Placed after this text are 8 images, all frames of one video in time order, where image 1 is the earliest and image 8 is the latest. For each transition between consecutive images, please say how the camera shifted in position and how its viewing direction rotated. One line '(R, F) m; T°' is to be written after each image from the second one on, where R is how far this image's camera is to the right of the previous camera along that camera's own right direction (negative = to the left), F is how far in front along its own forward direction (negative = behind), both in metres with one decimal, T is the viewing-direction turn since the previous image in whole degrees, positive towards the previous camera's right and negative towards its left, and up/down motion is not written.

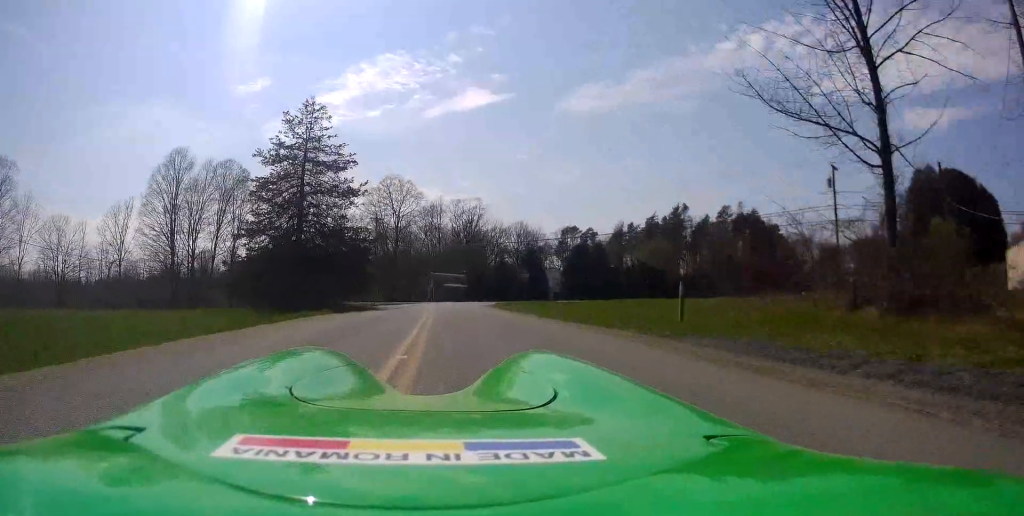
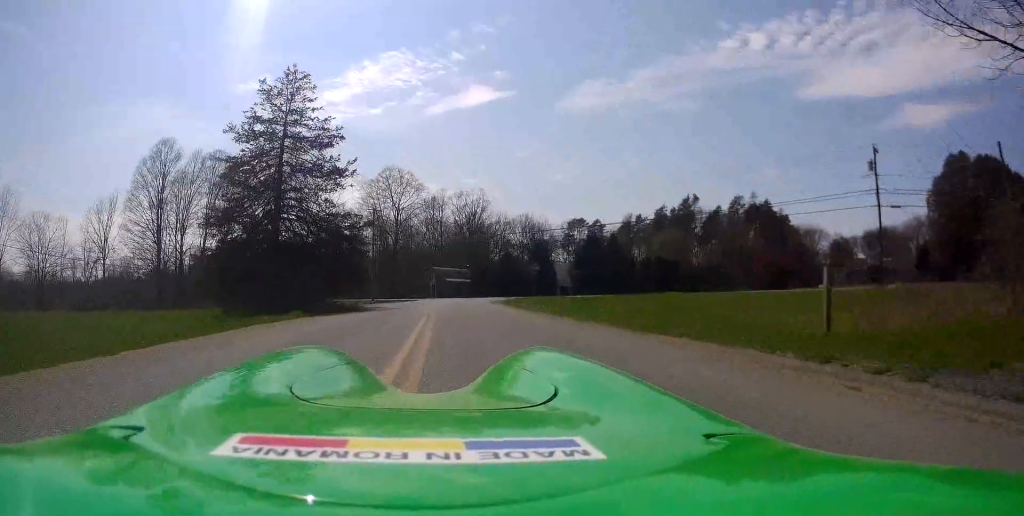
(-0.4, +5.2) m; 0°
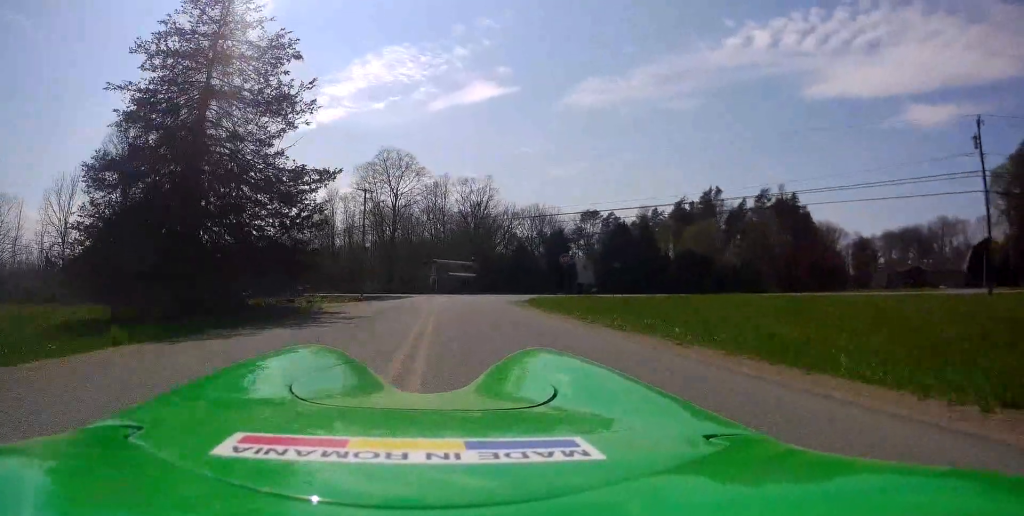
(+0.5, +11.0) m; +3°
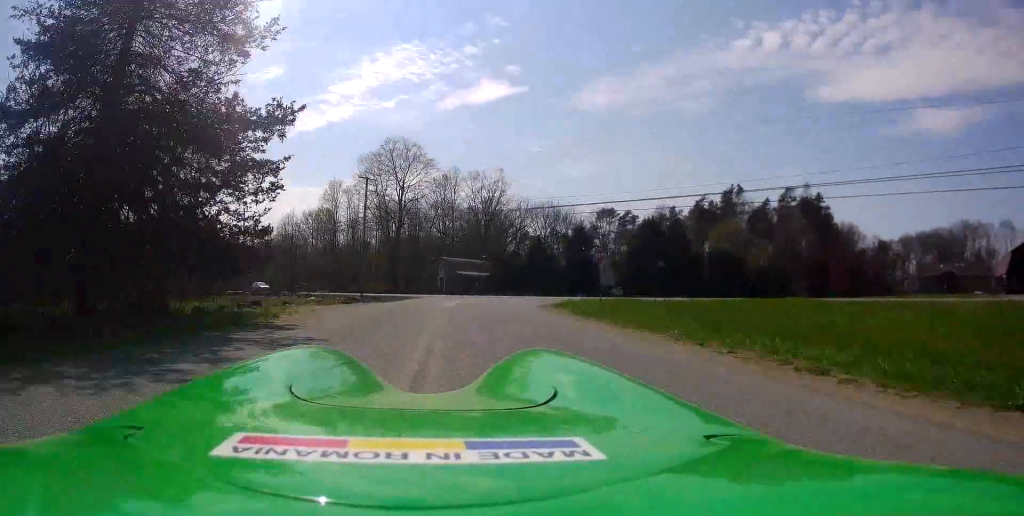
(0.0, +6.4) m; -3°
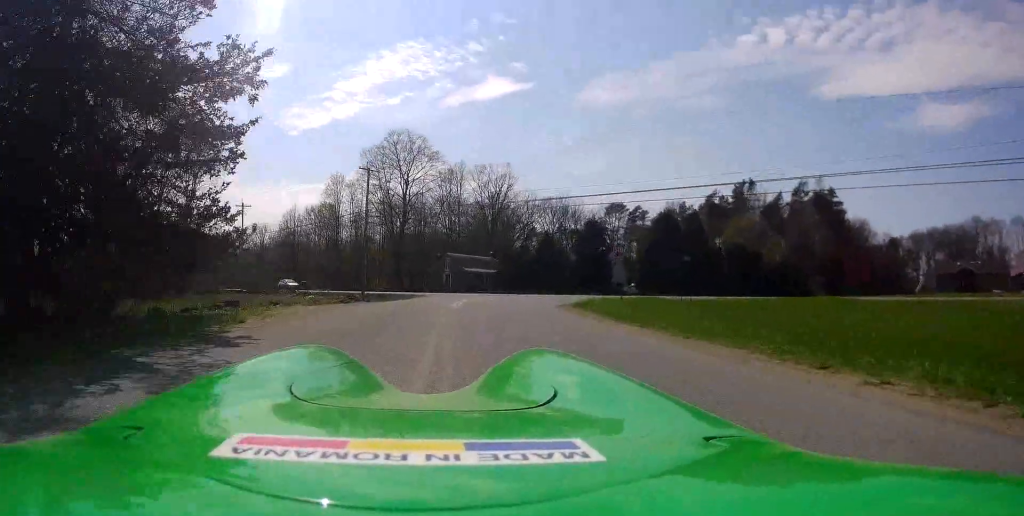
(-0.1, +3.0) m; -1°
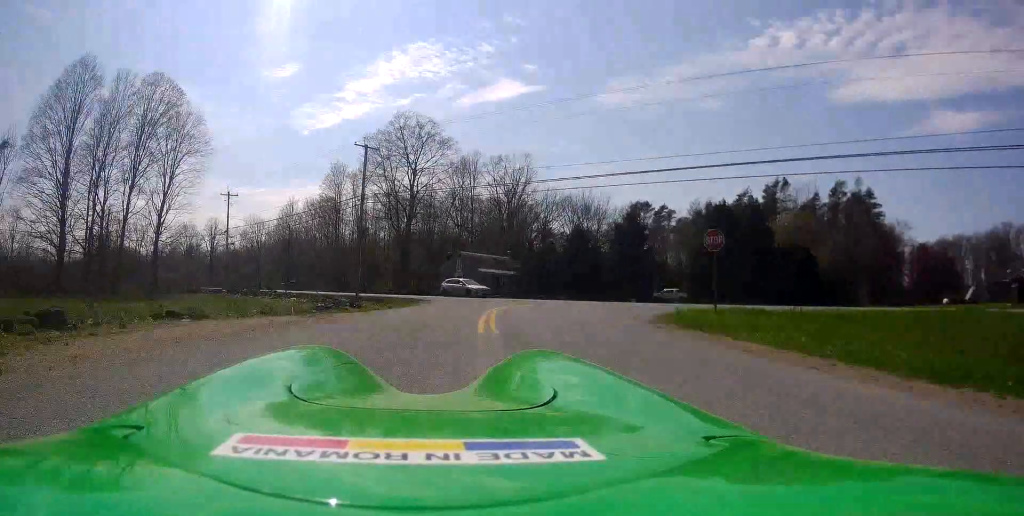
(-0.1, +9.8) m; +1°
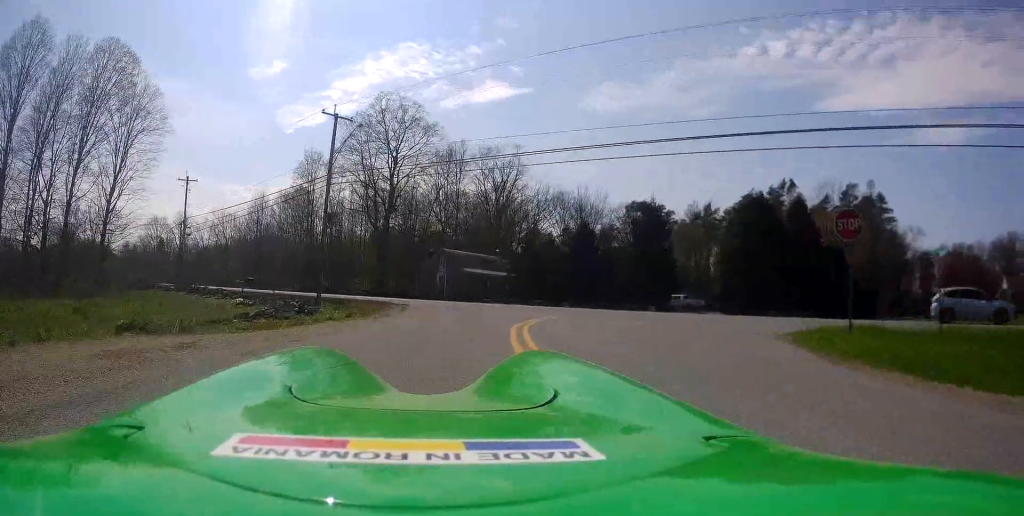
(+0.2, +8.2) m; +5°
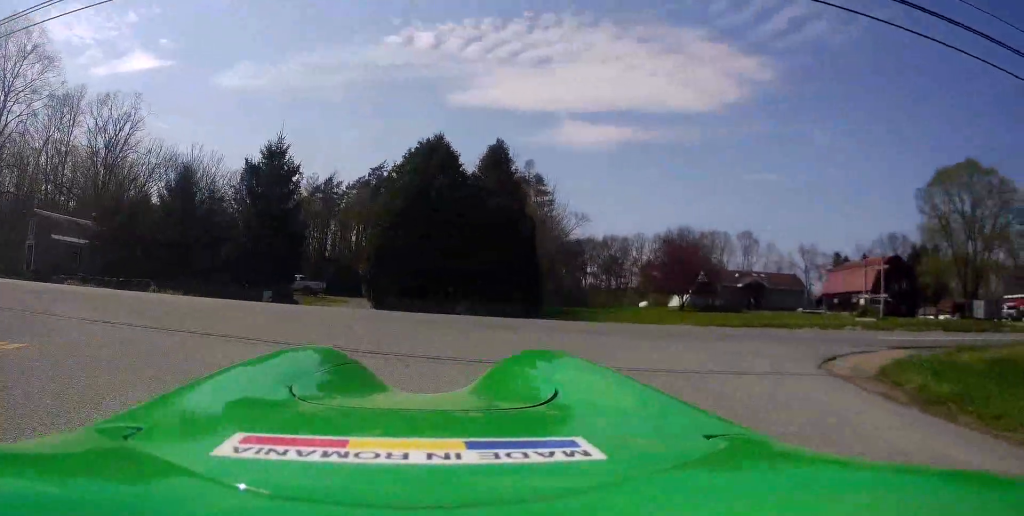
(+1.6, +12.9) m; +27°
